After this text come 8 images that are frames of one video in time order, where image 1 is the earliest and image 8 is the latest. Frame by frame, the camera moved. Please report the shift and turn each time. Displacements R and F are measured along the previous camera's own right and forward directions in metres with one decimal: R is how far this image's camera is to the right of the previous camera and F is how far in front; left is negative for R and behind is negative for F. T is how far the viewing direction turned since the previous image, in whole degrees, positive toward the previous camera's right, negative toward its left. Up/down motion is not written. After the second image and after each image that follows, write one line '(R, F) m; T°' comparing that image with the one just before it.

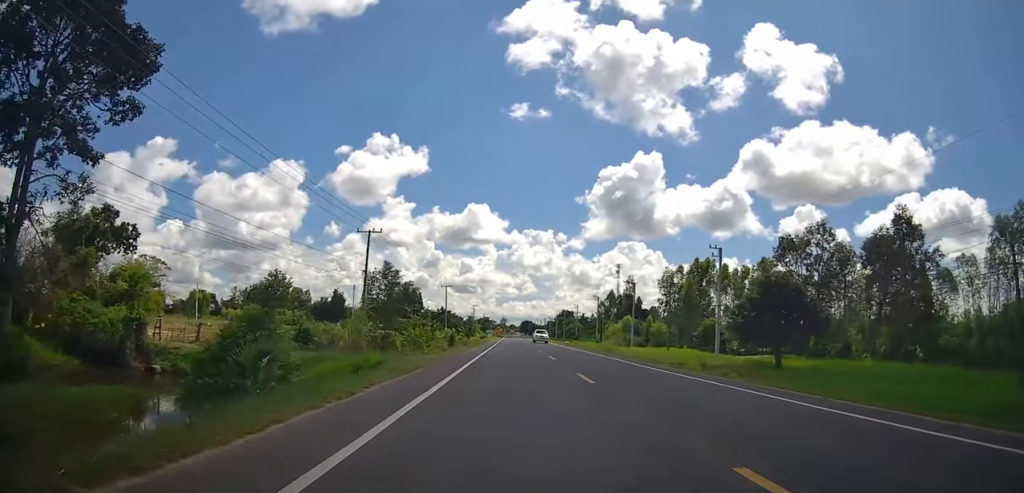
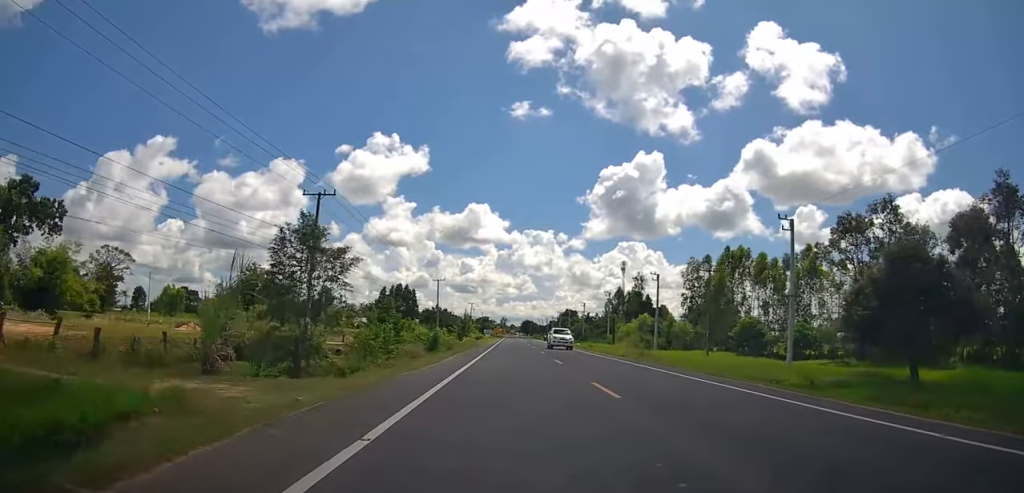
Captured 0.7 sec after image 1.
(-0.6, +15.4) m; 0°
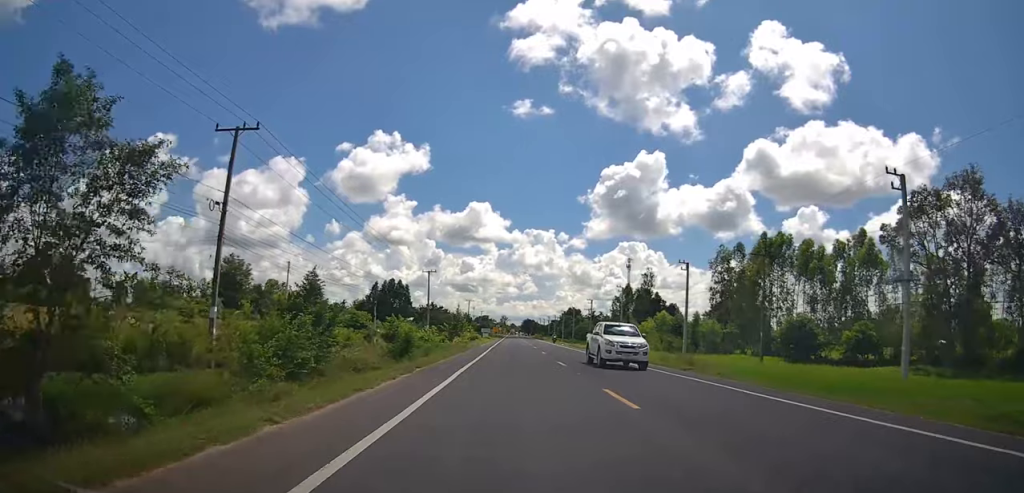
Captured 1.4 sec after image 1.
(+0.2, +13.6) m; 0°
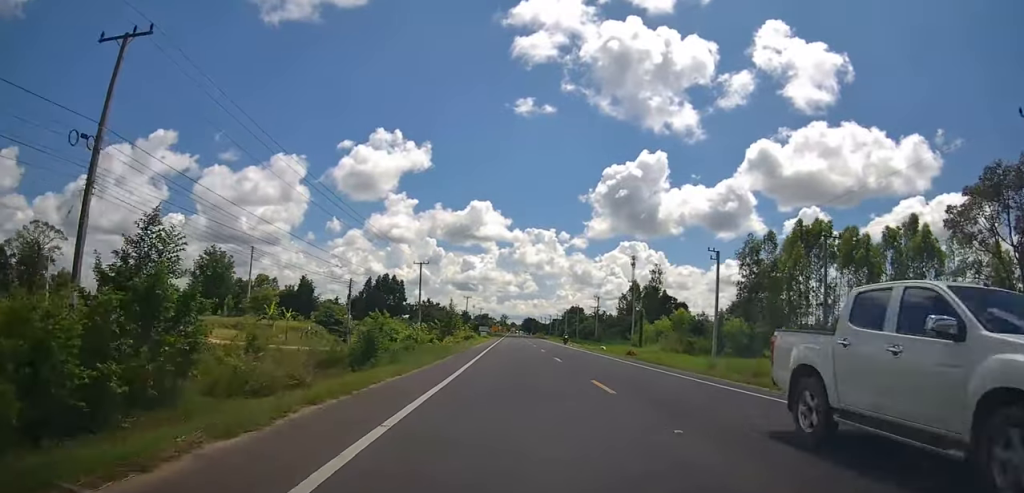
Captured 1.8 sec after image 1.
(+0.4, +10.4) m; 0°
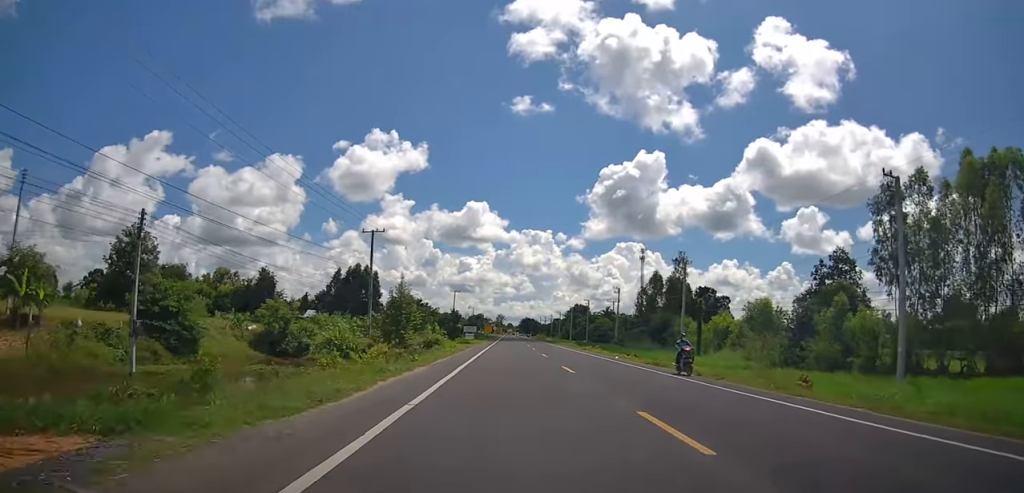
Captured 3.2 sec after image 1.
(-1.1, +30.0) m; -2°
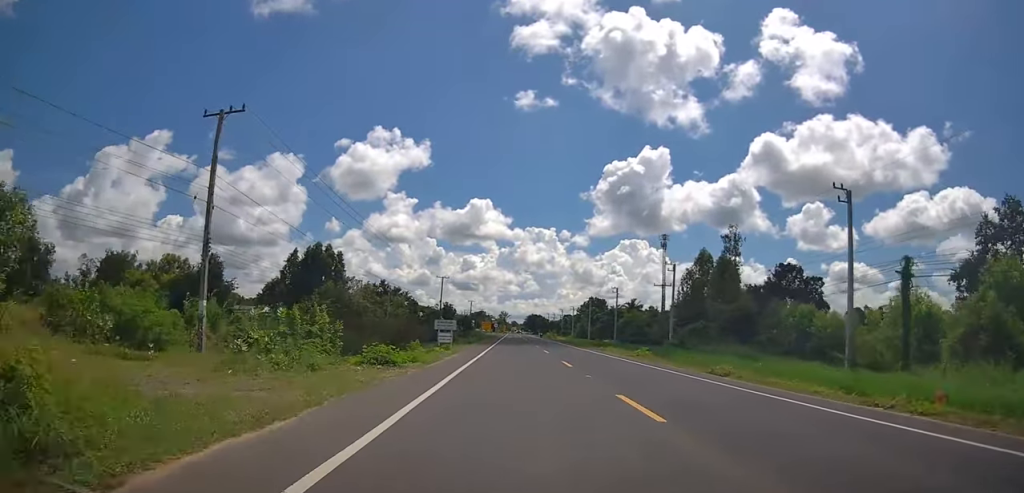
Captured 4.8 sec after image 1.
(+1.1, +34.3) m; +2°
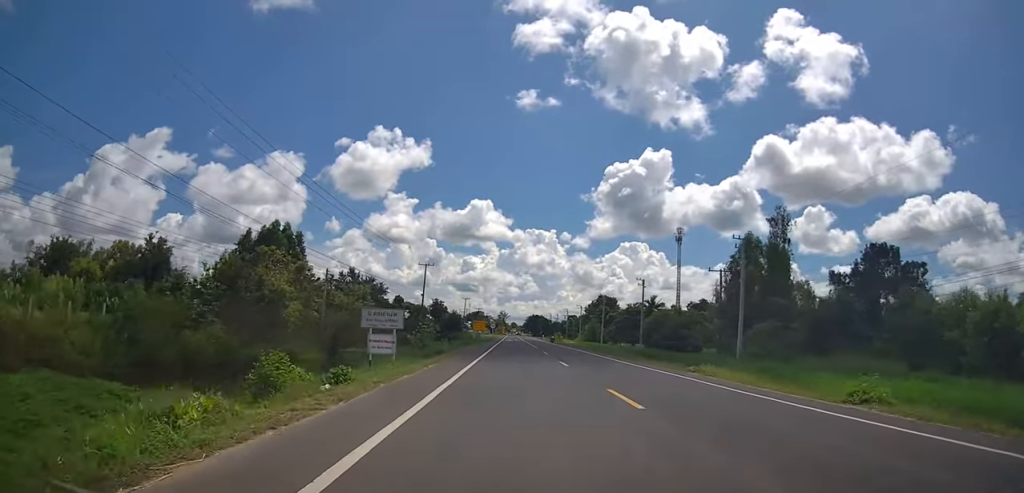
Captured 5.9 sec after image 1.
(-0.7, +22.5) m; 0°
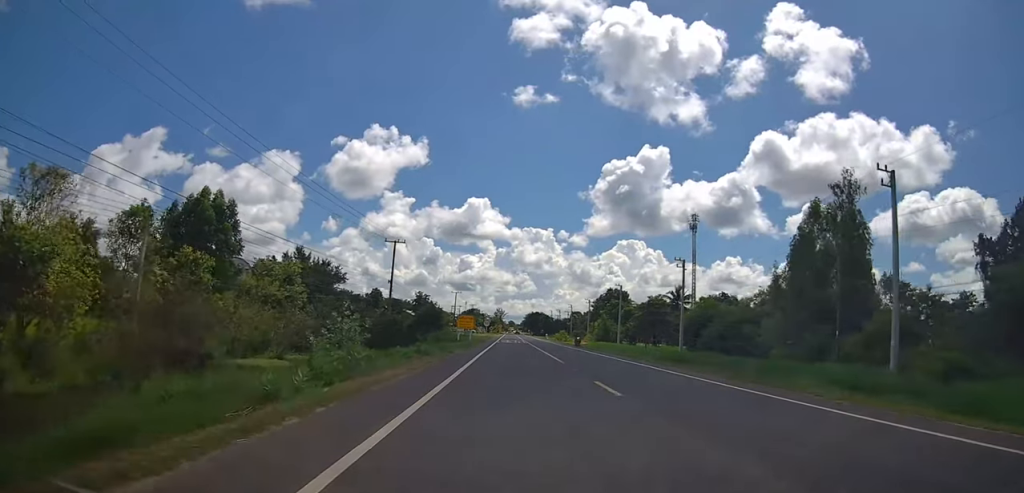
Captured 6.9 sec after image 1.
(+0.8, +22.6) m; 0°
